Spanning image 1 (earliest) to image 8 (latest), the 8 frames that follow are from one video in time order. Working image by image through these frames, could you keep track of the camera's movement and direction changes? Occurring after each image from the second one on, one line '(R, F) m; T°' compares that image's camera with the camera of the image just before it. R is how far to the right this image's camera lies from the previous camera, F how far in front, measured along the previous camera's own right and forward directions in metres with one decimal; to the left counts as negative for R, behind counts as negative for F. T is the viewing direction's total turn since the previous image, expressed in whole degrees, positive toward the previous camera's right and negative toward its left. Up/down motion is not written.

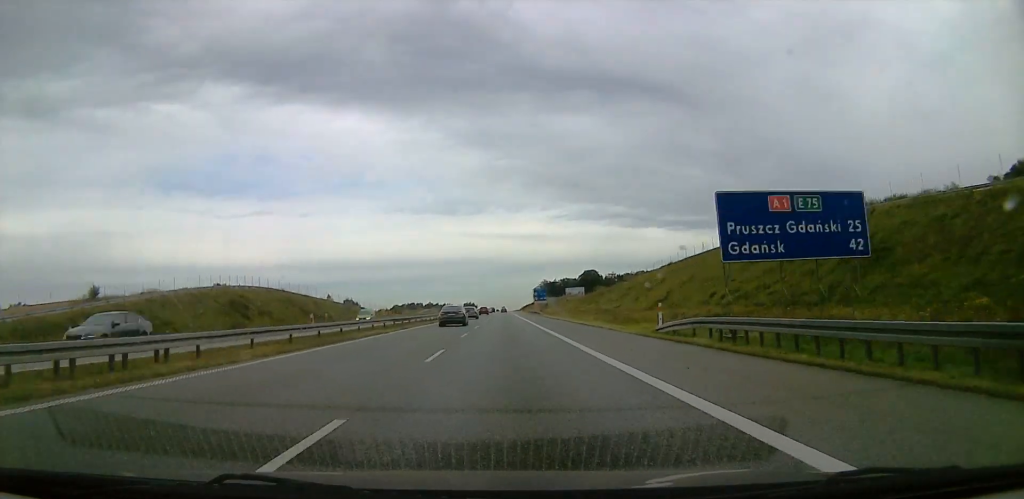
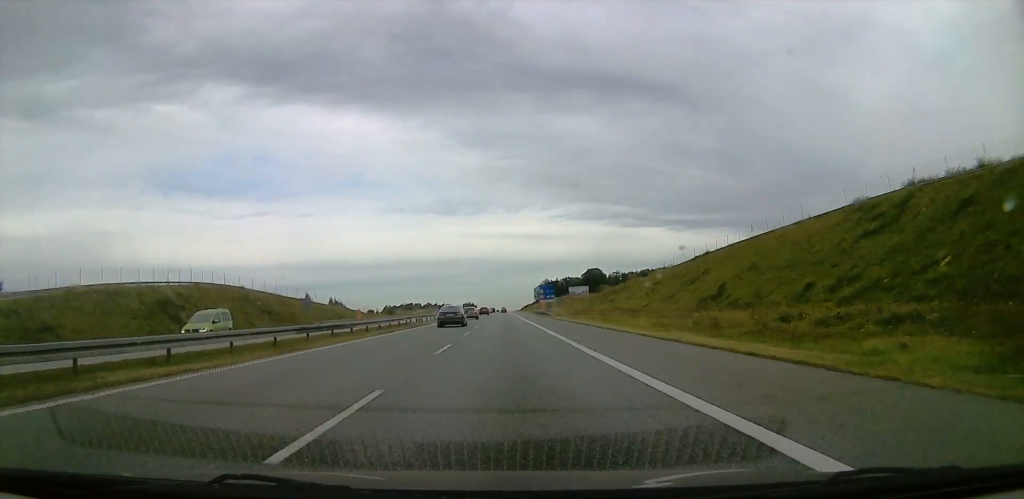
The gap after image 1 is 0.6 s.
(0.0, +21.5) m; 0°
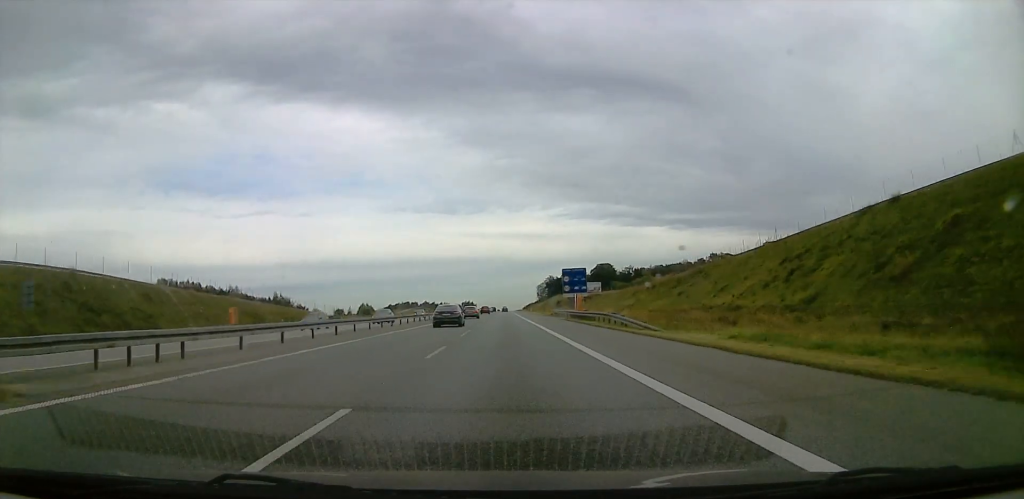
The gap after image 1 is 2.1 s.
(0.0, +49.2) m; 0°
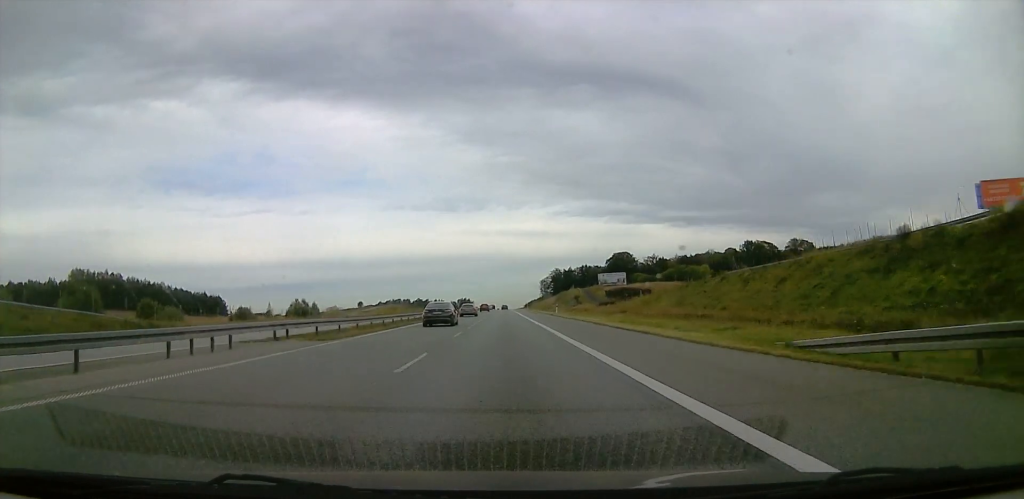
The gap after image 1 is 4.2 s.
(0.0, +75.7) m; 0°
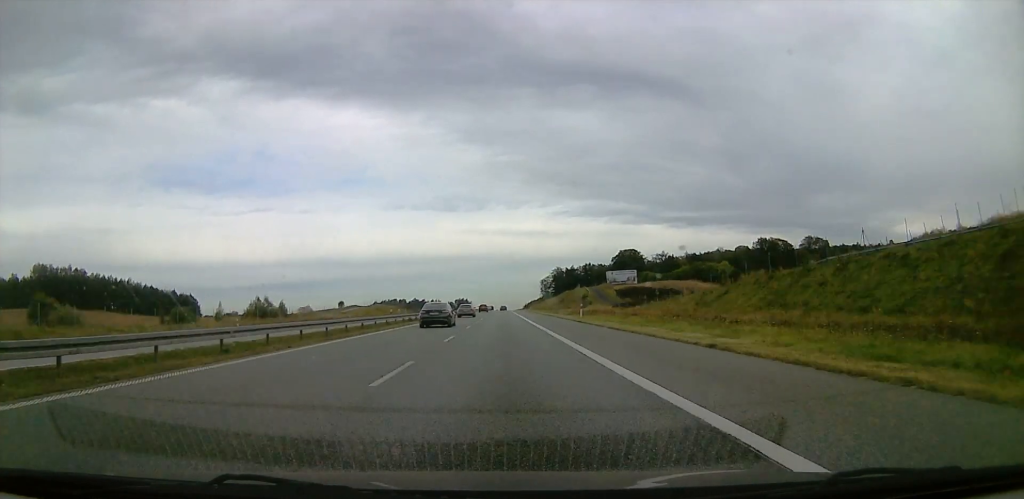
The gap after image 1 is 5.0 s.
(0.0, +25.7) m; 0°
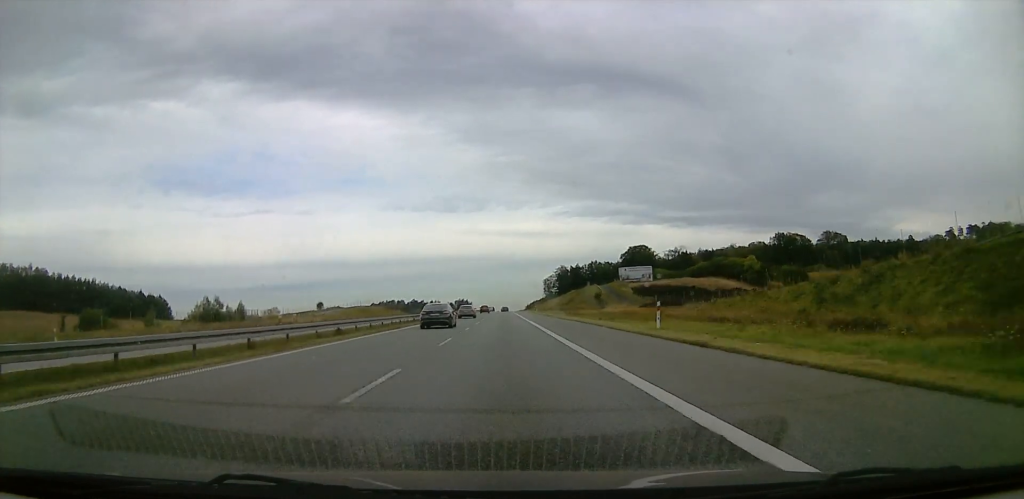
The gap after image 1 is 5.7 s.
(0.0, +25.7) m; 0°
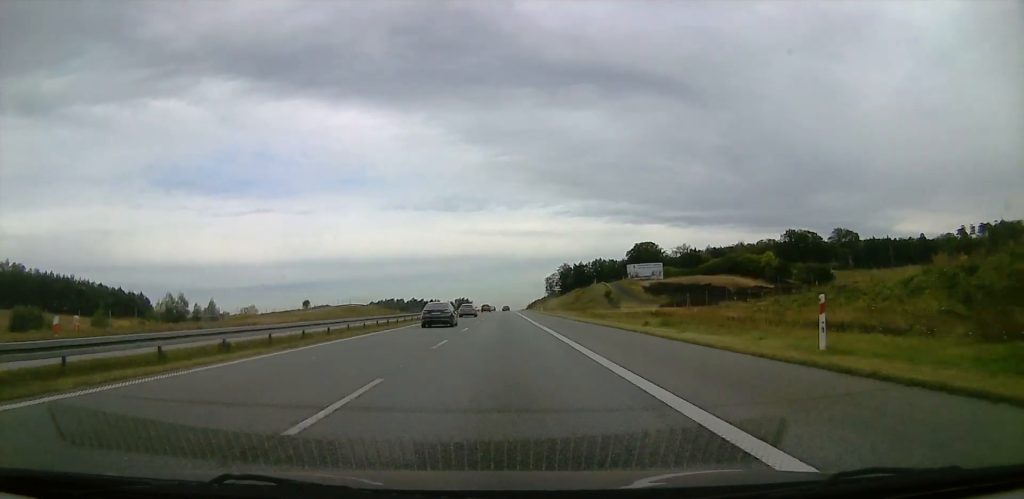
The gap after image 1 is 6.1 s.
(0.0, +14.1) m; 0°
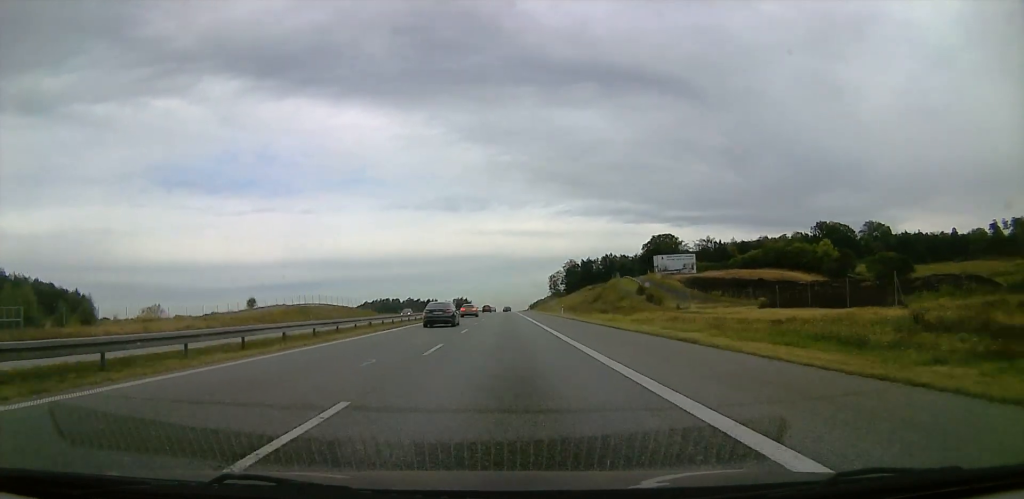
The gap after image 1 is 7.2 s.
(0.0, +38.7) m; 0°
